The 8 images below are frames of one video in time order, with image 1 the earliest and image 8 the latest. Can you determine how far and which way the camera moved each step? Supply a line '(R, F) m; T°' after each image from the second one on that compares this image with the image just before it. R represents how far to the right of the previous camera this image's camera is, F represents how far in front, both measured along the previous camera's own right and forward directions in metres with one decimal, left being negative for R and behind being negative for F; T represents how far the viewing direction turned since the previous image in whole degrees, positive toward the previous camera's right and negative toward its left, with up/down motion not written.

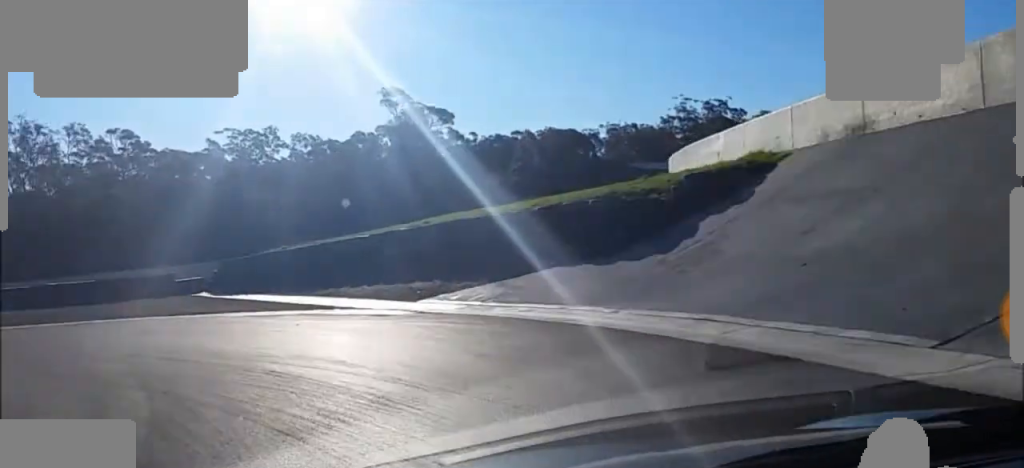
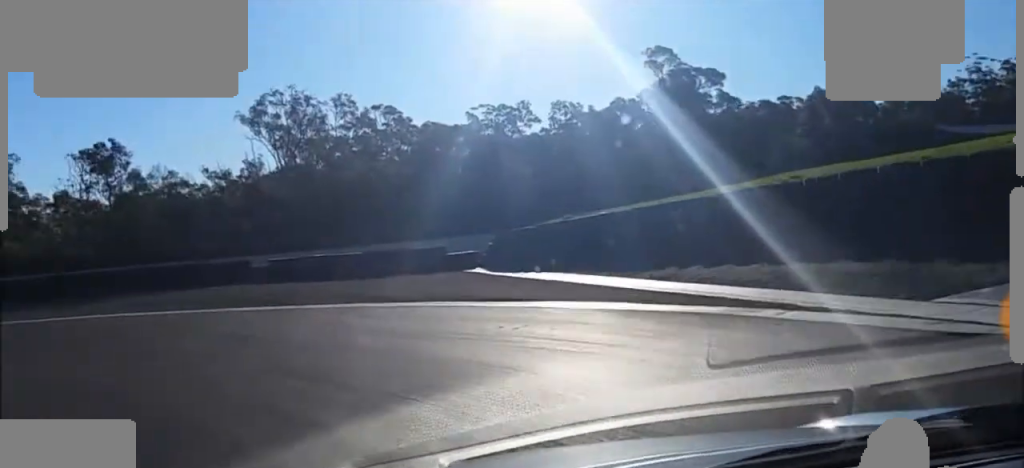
(-0.5, +13.2) m; -11°
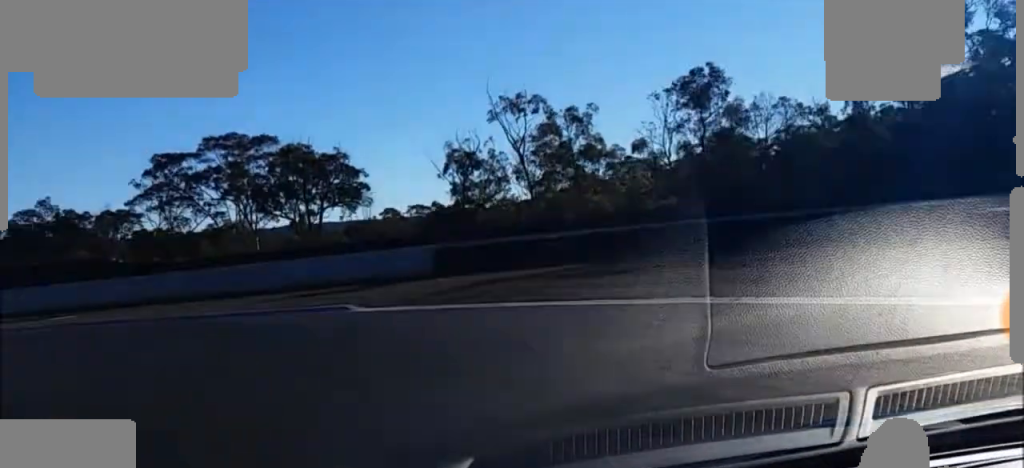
(-4.4, +20.8) m; -38°
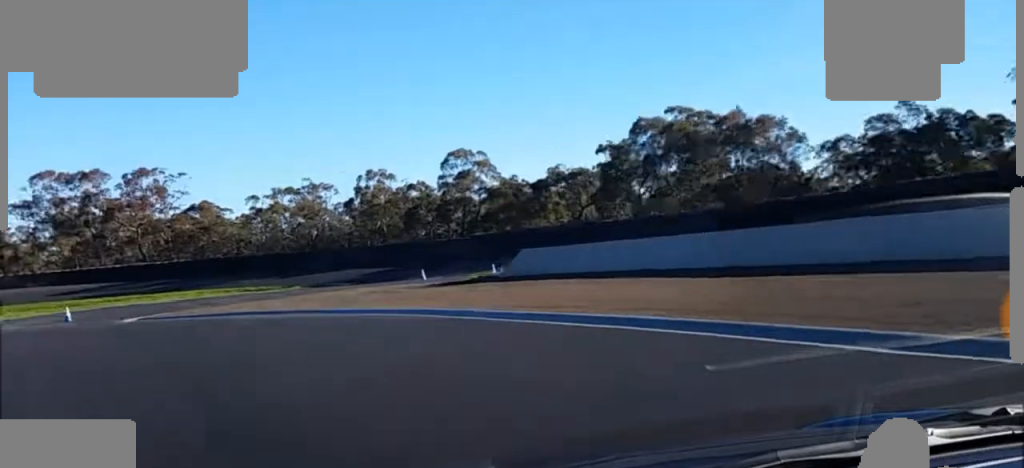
(-19.6, +27.3) m; -62°
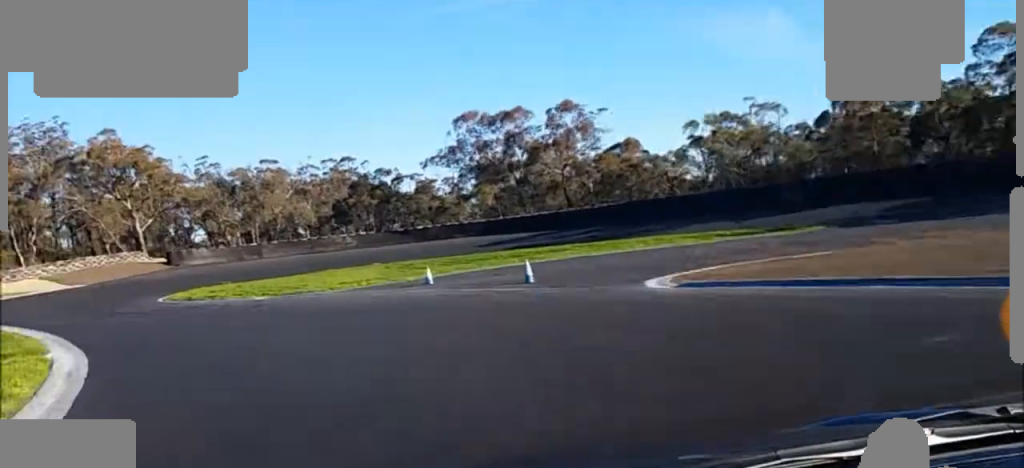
(-5.4, +21.6) m; -23°
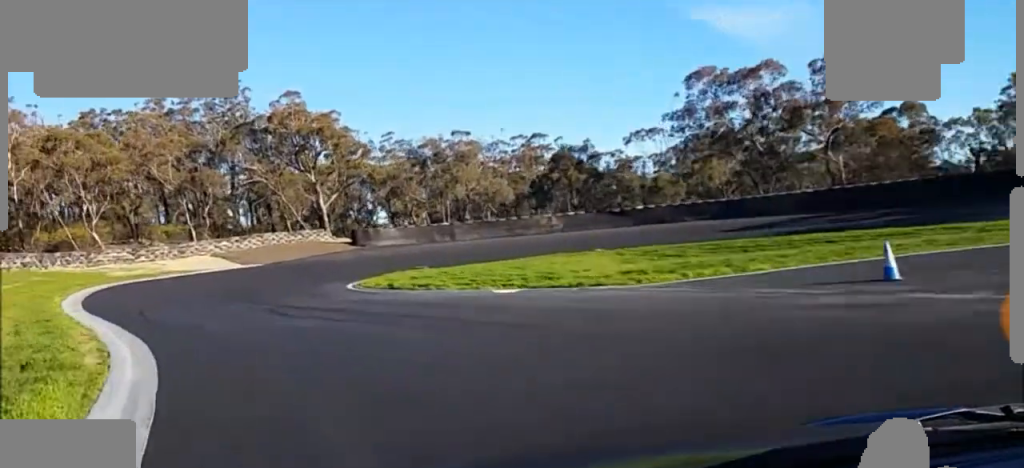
(-1.8, +15.8) m; -11°
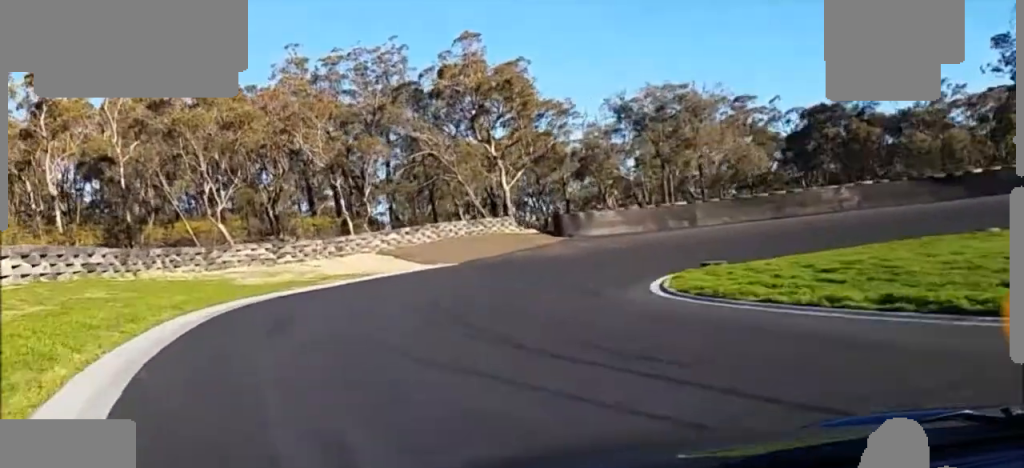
(-1.6, +20.1) m; -5°
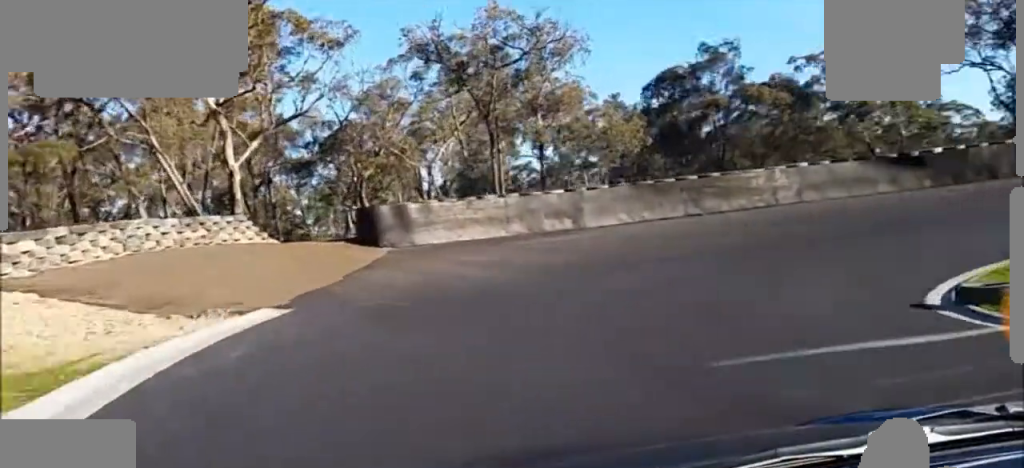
(+0.6, +26.8) m; +8°
